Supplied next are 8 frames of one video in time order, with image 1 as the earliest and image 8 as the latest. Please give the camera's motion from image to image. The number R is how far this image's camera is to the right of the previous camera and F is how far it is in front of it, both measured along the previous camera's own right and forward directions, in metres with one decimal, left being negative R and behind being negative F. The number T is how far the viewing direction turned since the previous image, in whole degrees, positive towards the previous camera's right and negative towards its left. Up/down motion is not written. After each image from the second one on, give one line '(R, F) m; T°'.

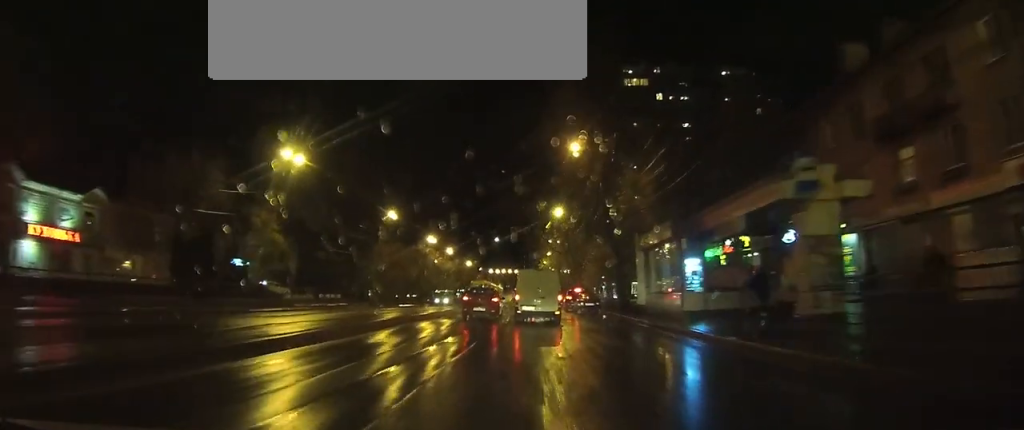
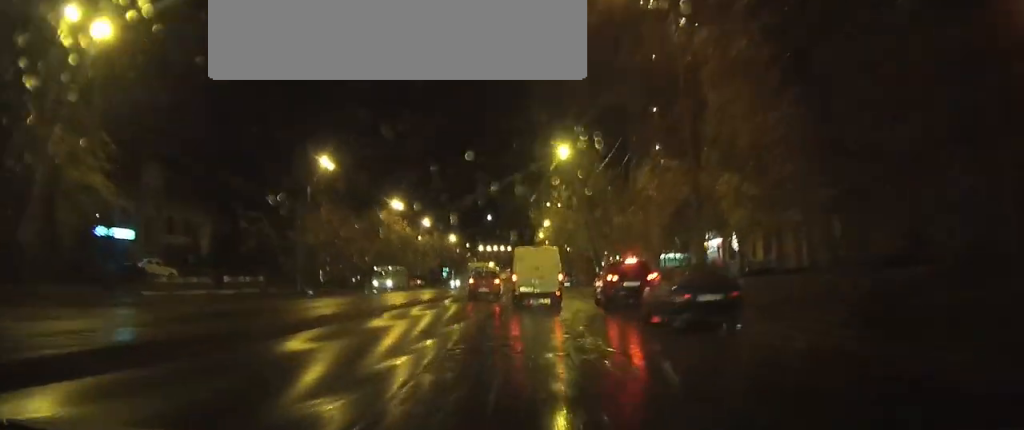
(-0.1, +25.7) m; -1°
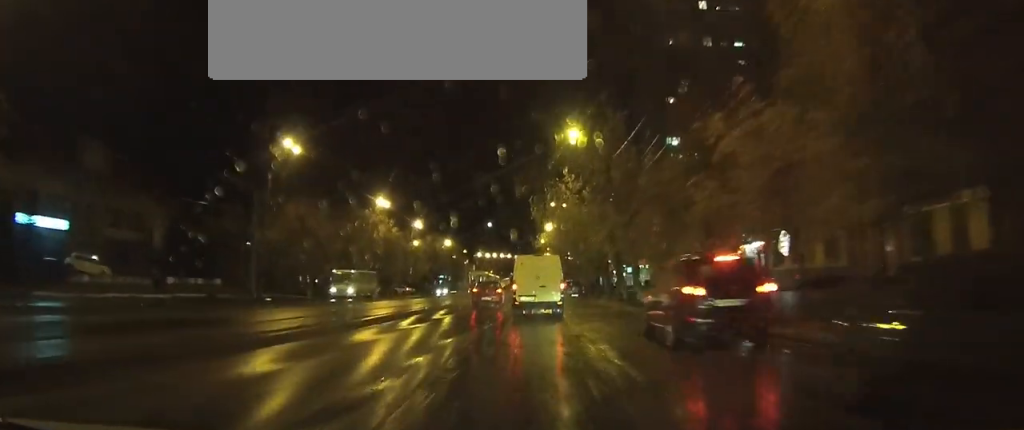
(0.0, +9.9) m; 0°
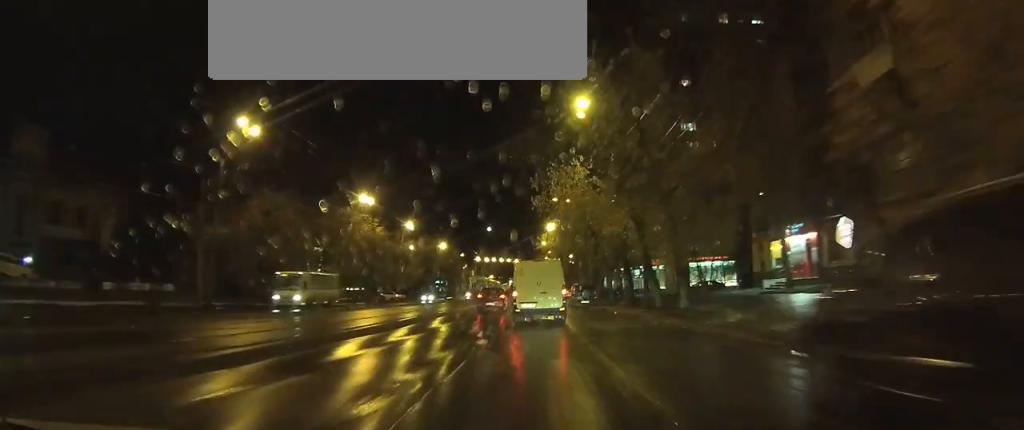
(0.0, +8.4) m; 0°
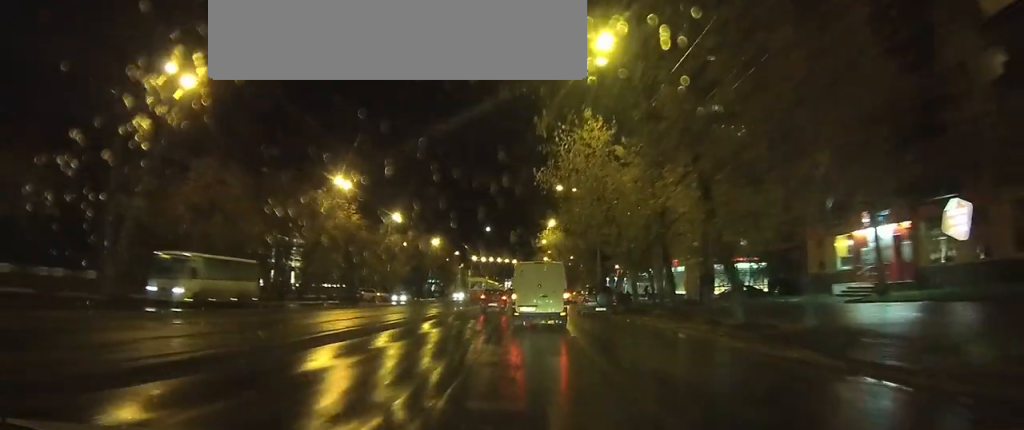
(-0.1, +9.7) m; 0°
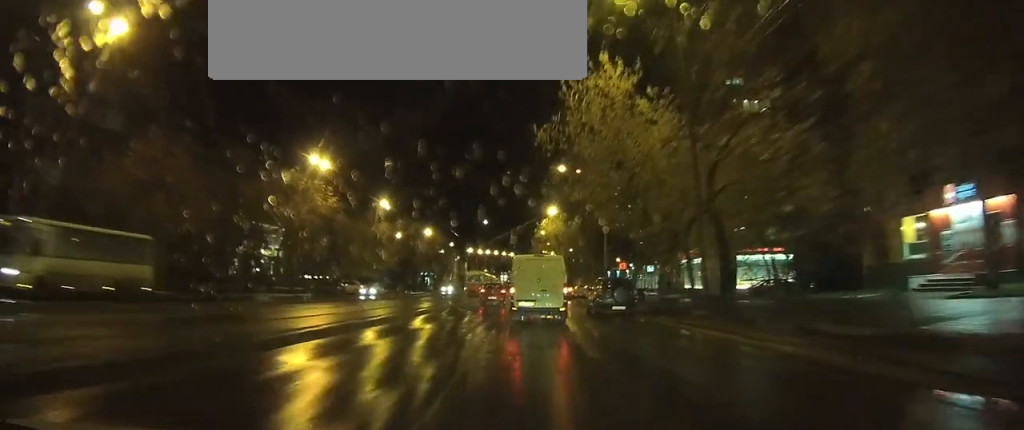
(0.0, +6.9) m; 0°
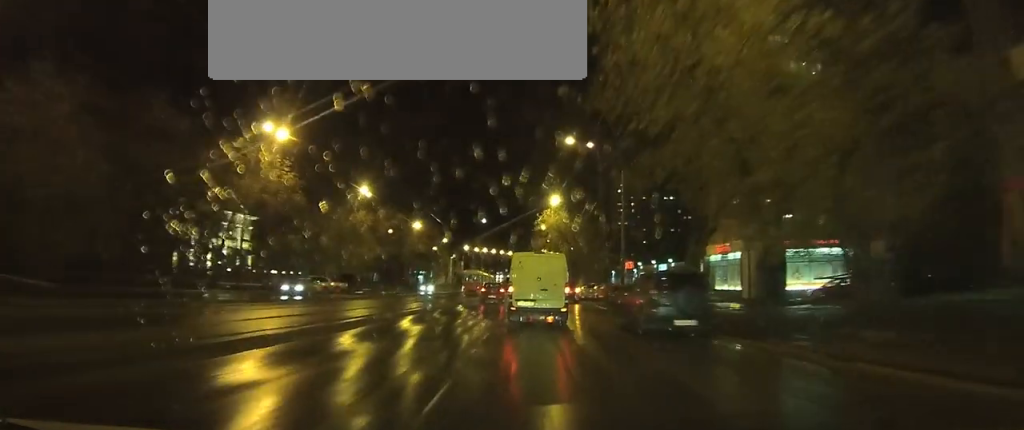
(0.0, +10.5) m; 0°
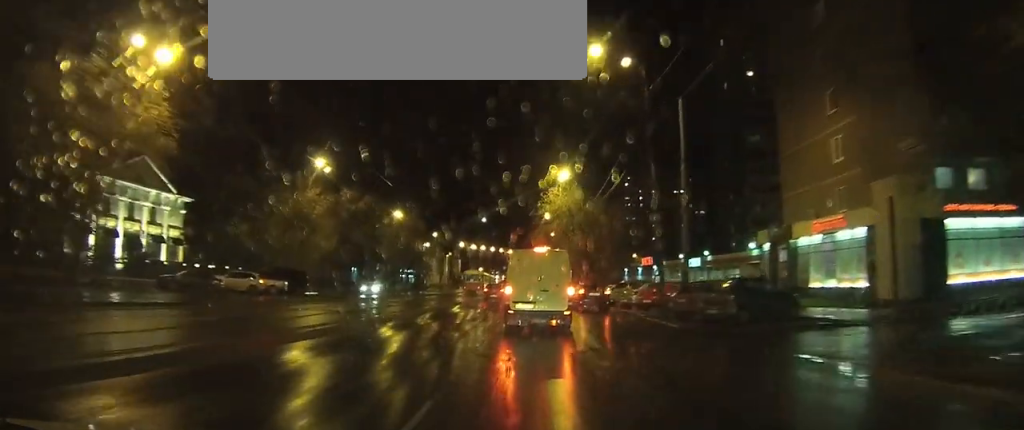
(-0.2, +17.5) m; -1°
